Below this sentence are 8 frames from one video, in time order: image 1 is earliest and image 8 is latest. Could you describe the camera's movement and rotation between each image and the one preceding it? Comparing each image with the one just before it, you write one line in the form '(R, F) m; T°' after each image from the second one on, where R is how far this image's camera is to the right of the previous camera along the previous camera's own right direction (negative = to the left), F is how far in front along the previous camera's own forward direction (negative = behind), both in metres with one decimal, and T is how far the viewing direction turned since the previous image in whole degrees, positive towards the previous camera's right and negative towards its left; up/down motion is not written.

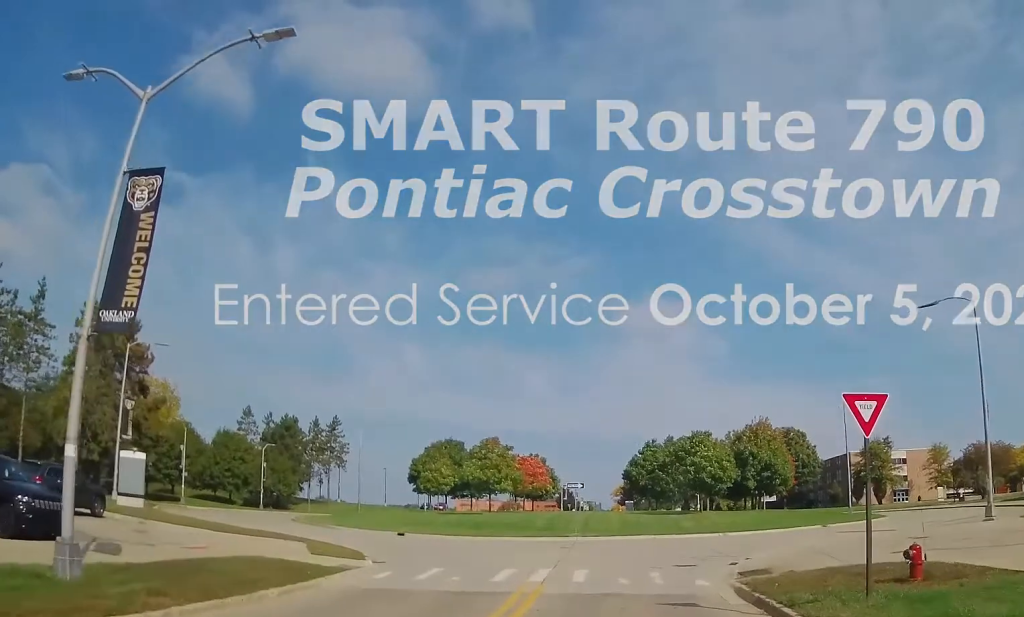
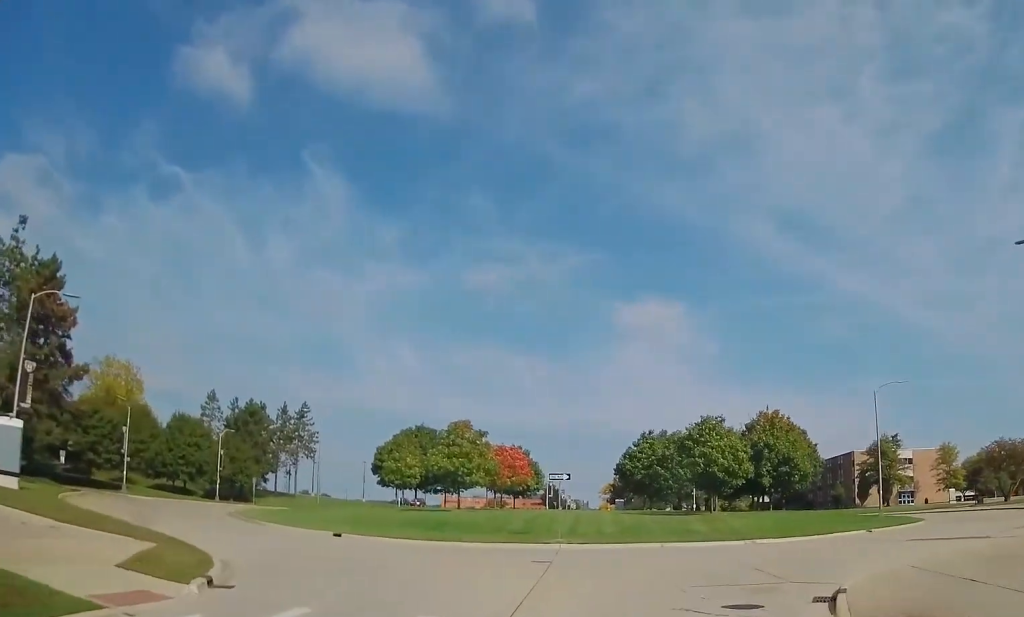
(0.0, +9.2) m; +4°
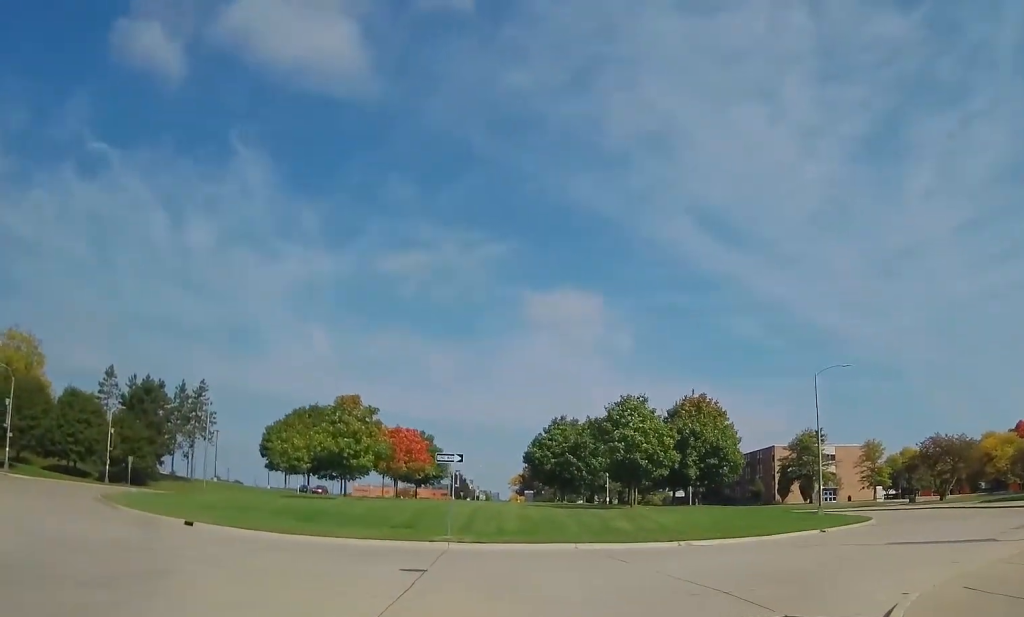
(+0.4, +5.8) m; 0°
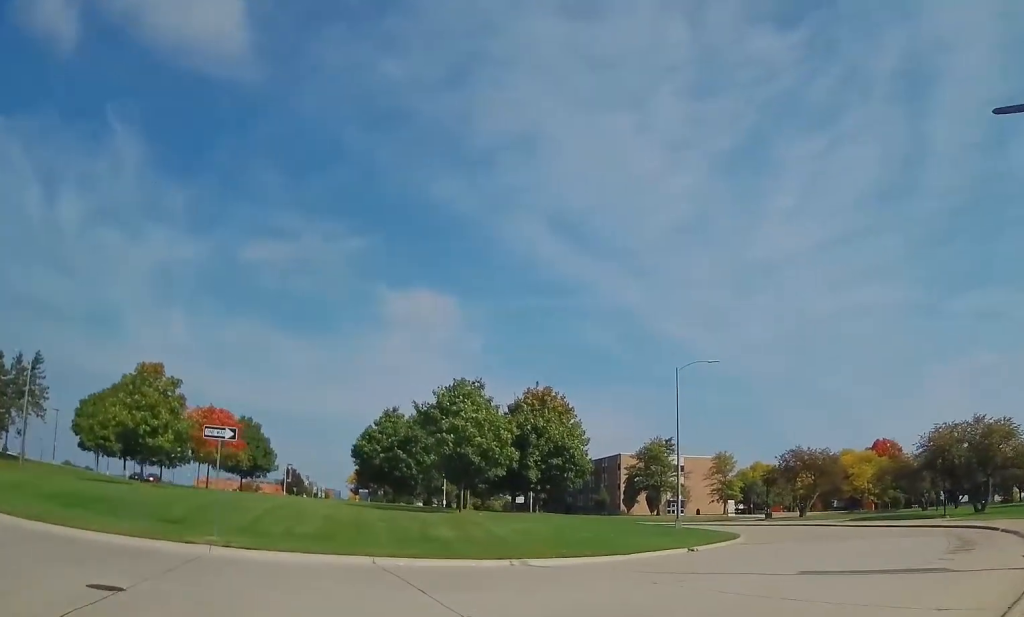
(-0.3, +5.8) m; +5°
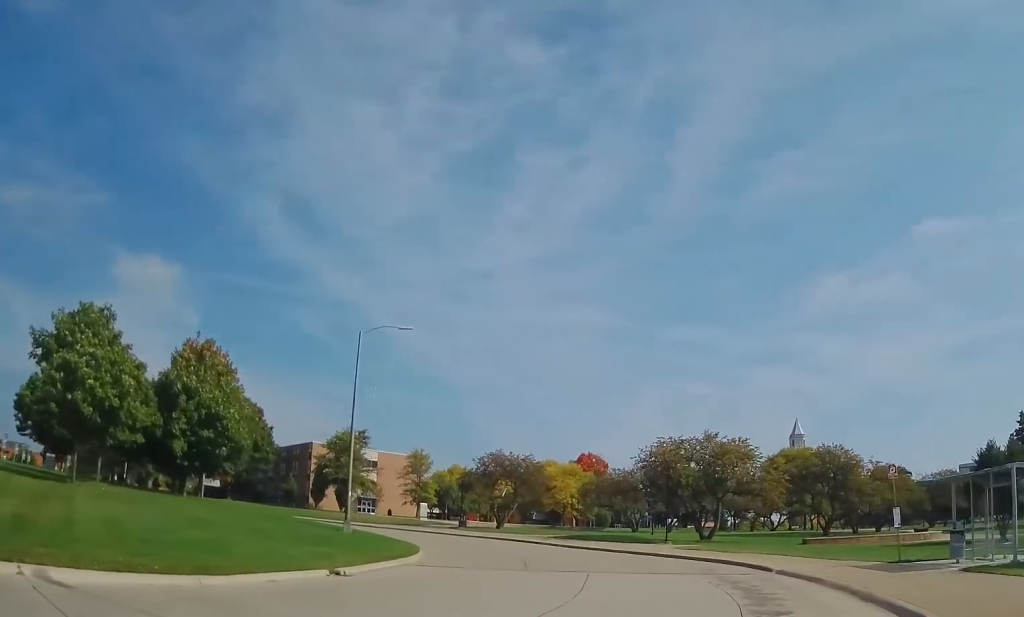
(+1.3, +8.4) m; +23°
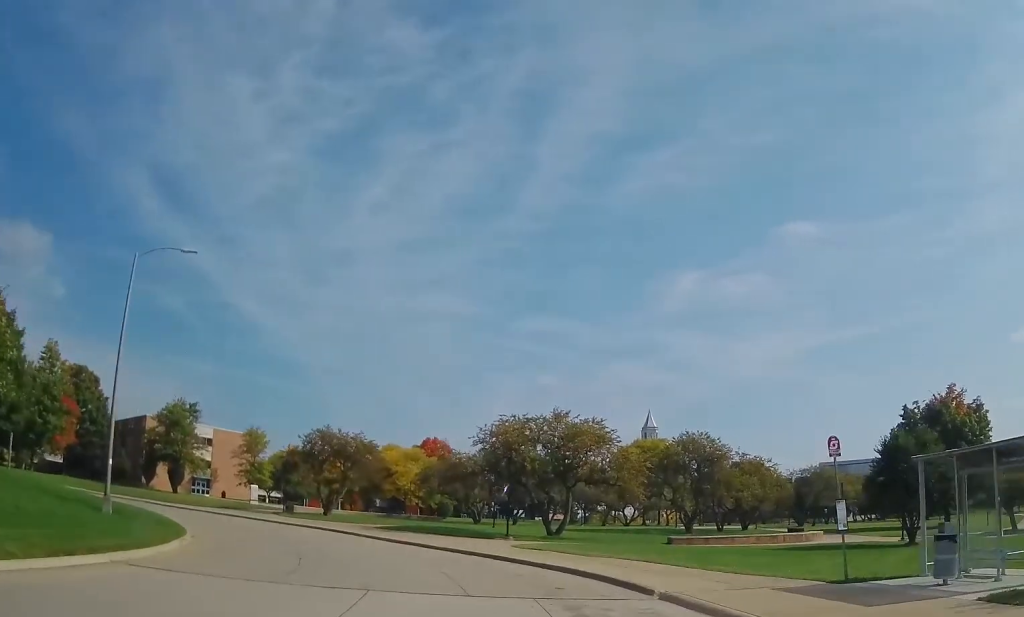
(+1.4, +7.8) m; +11°
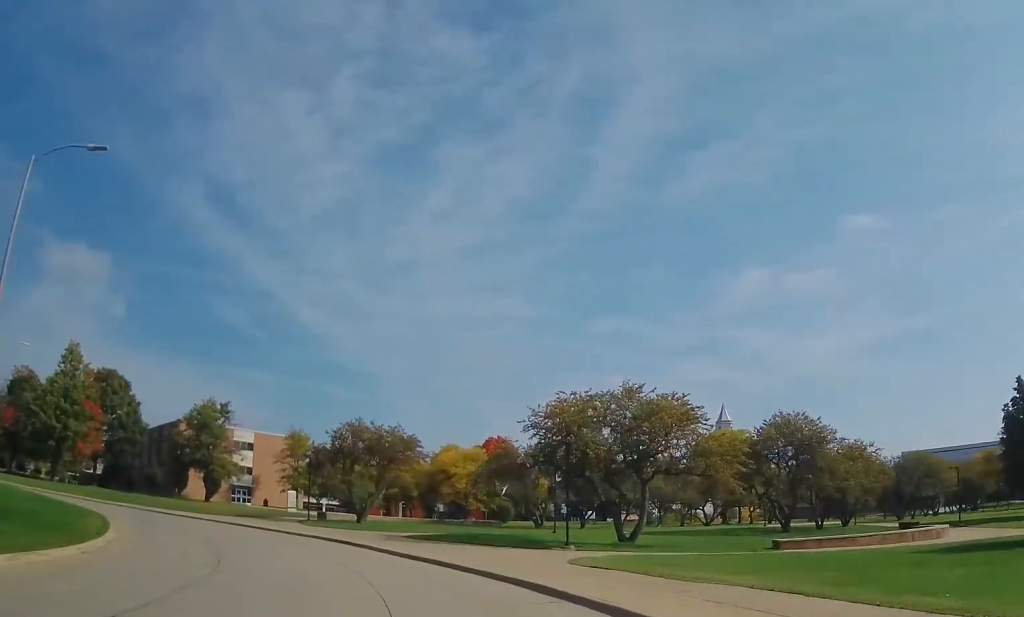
(+0.2, +9.8) m; +3°
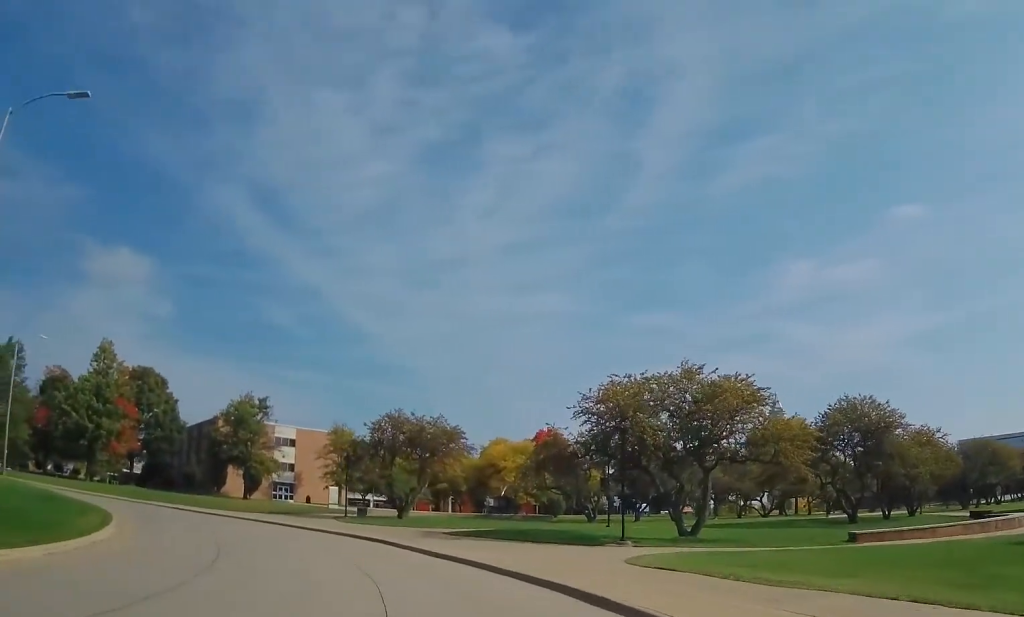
(+0.1, +3.2) m; +1°
